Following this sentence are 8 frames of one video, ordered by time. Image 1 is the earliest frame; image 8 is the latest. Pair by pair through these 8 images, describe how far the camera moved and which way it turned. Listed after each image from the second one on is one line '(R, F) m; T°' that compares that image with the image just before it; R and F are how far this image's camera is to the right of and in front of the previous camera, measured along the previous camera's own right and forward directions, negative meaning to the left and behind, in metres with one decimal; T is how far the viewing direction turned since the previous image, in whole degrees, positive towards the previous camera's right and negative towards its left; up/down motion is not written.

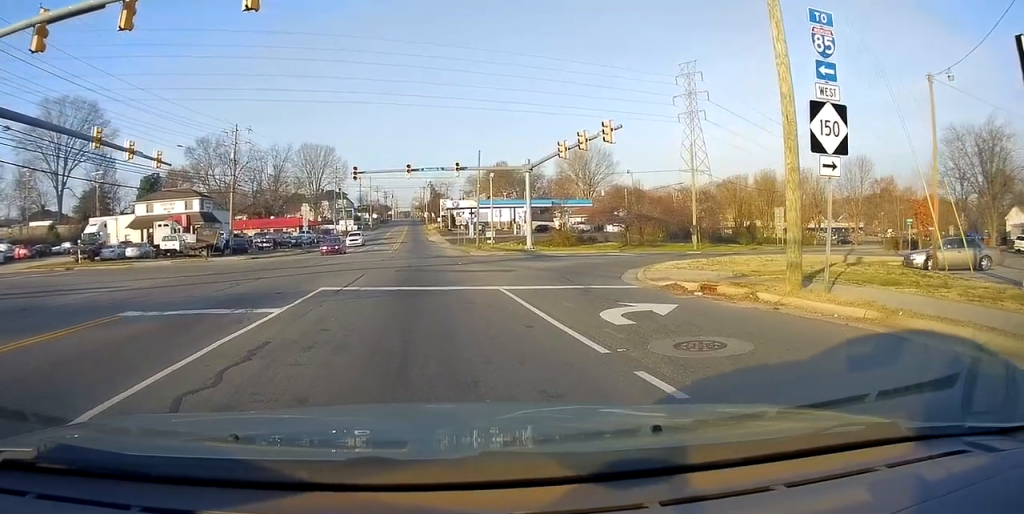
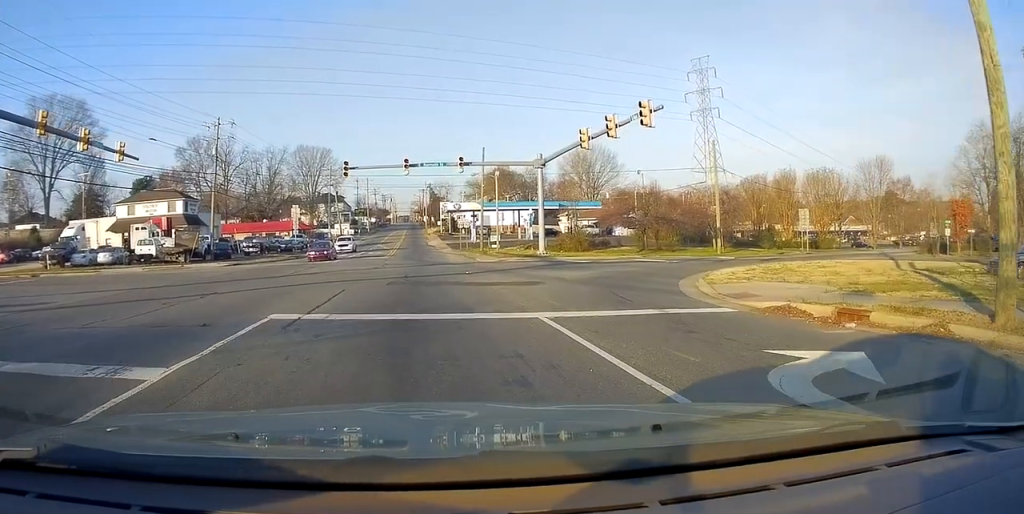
(0.0, +7.5) m; -1°
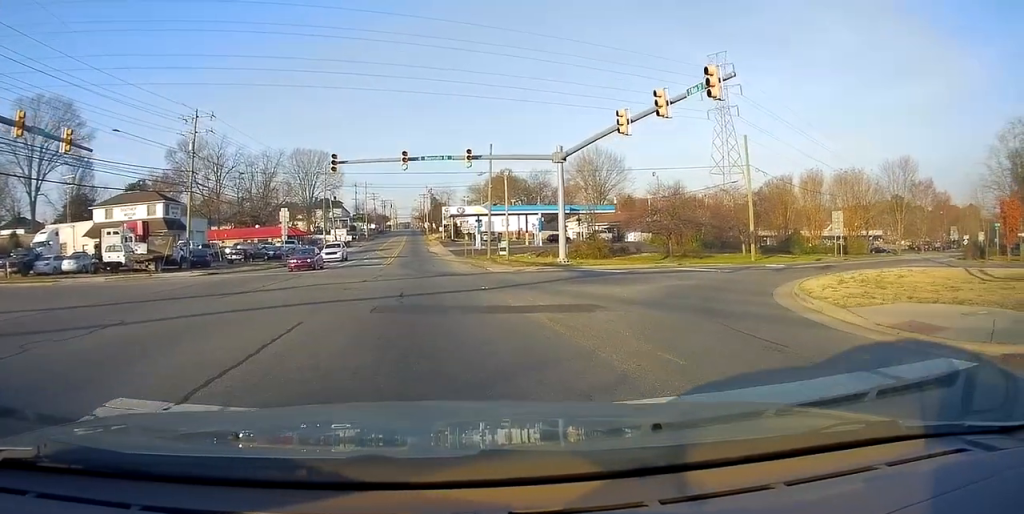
(-0.1, +7.1) m; 0°
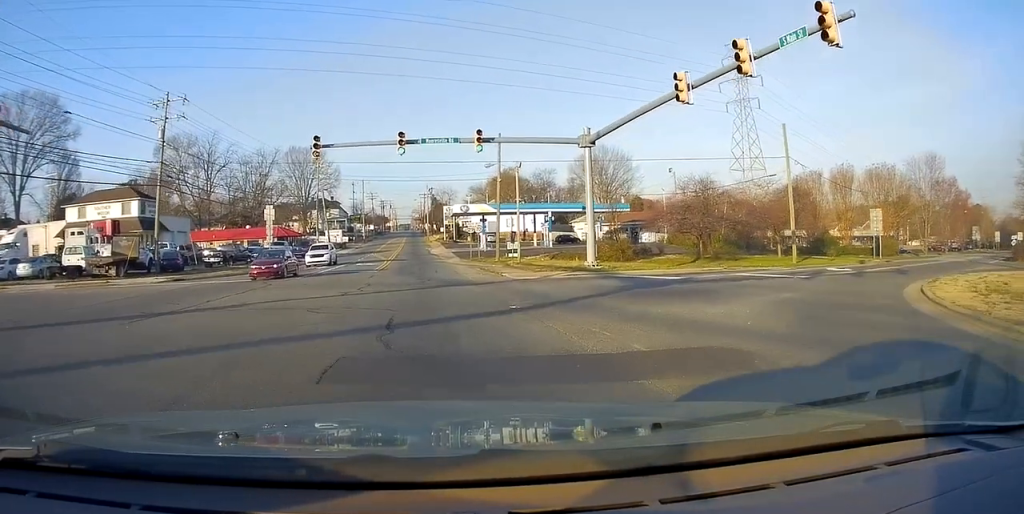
(0.0, +5.9) m; 0°
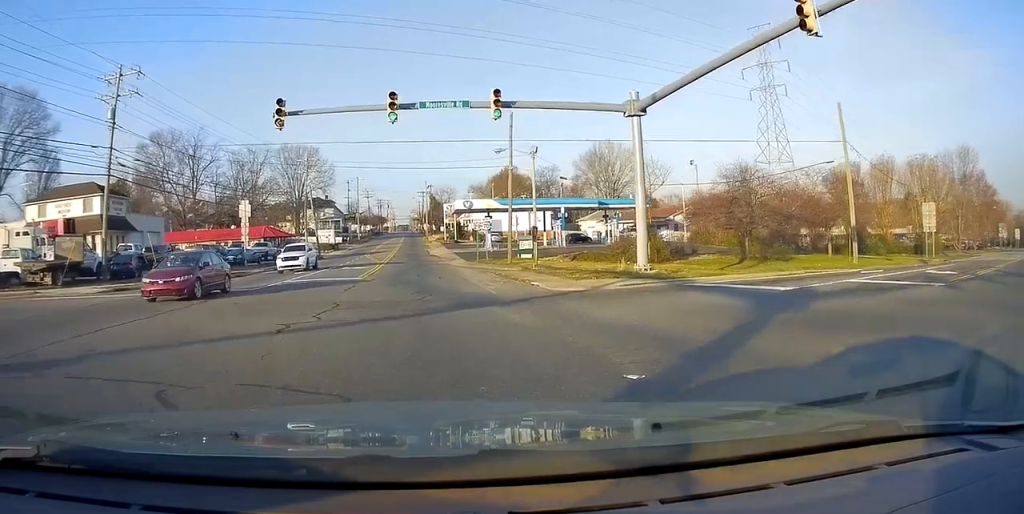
(+0.1, +6.8) m; 0°
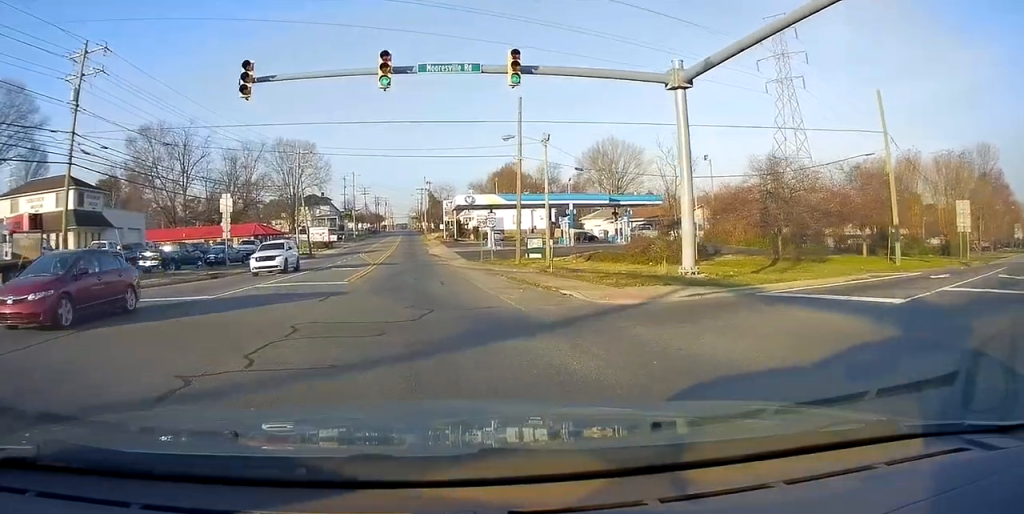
(-0.1, +4.2) m; 0°
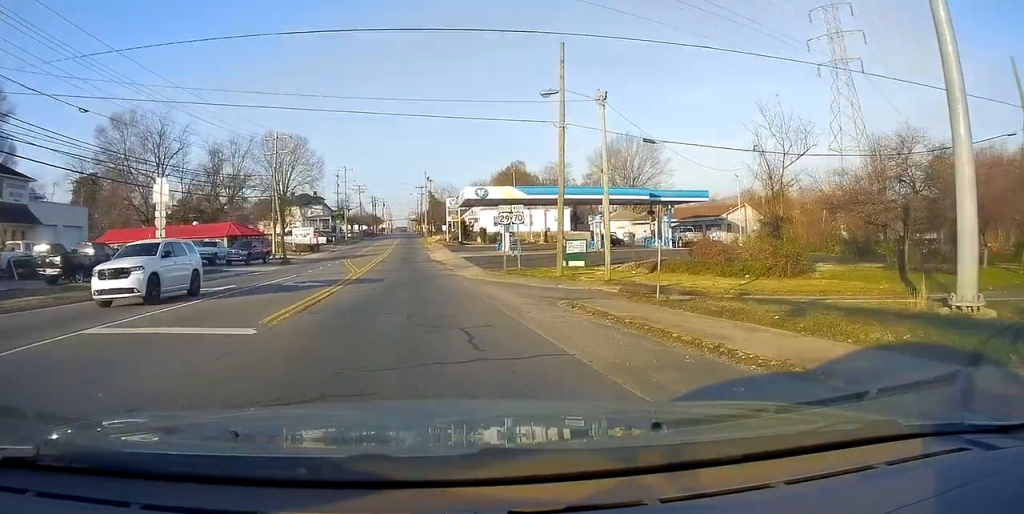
(+0.1, +10.7) m; +1°
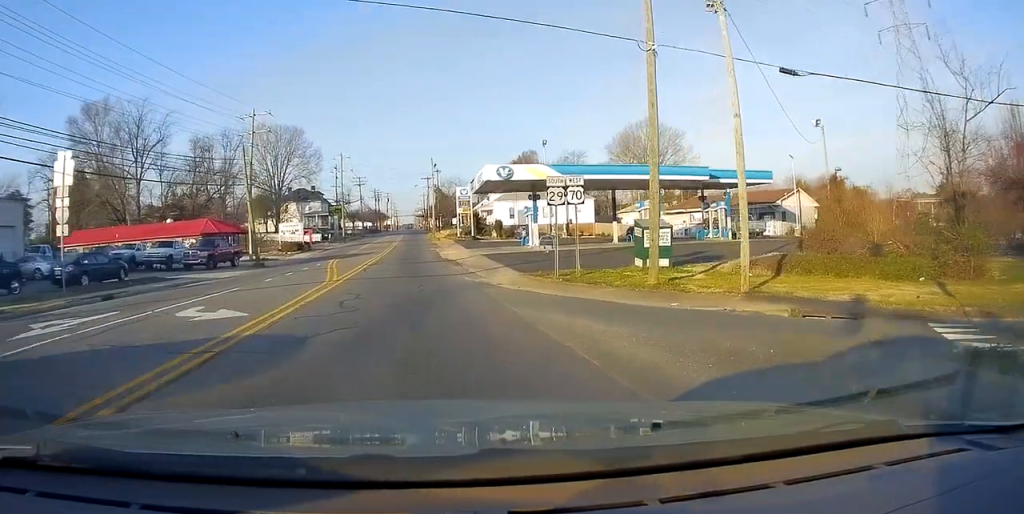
(0.0, +9.6) m; -1°
